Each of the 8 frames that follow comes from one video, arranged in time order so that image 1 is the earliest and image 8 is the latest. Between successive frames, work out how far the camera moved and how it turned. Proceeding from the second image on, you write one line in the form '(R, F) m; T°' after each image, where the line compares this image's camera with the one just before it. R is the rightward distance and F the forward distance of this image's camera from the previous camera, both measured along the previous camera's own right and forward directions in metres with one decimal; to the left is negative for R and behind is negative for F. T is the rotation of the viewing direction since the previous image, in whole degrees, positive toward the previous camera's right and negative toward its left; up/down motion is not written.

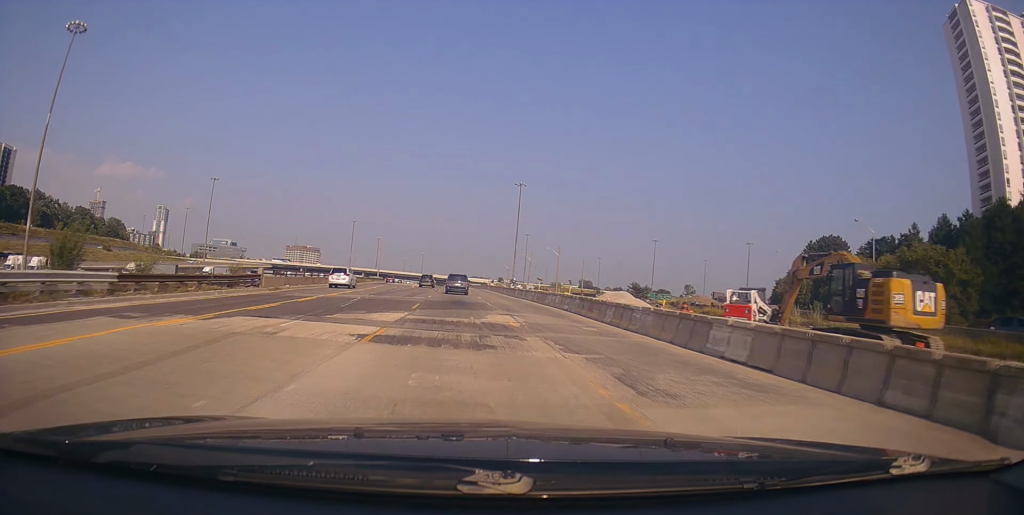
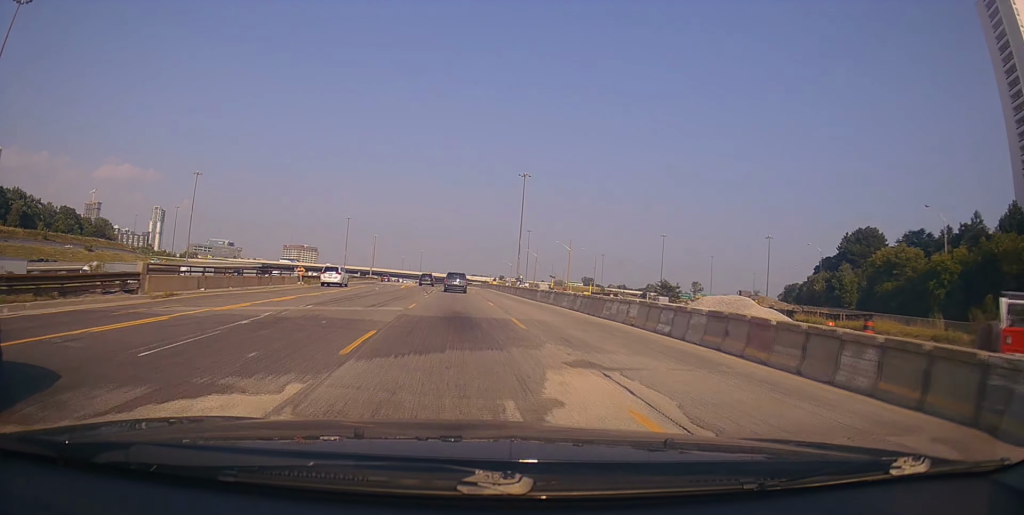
(+0.1, +13.8) m; -1°
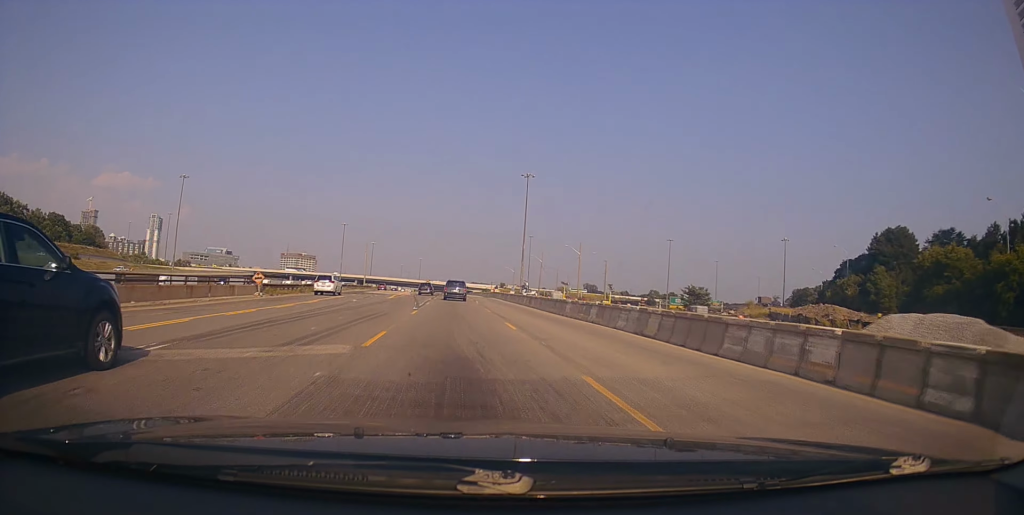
(-0.1, +10.0) m; -1°
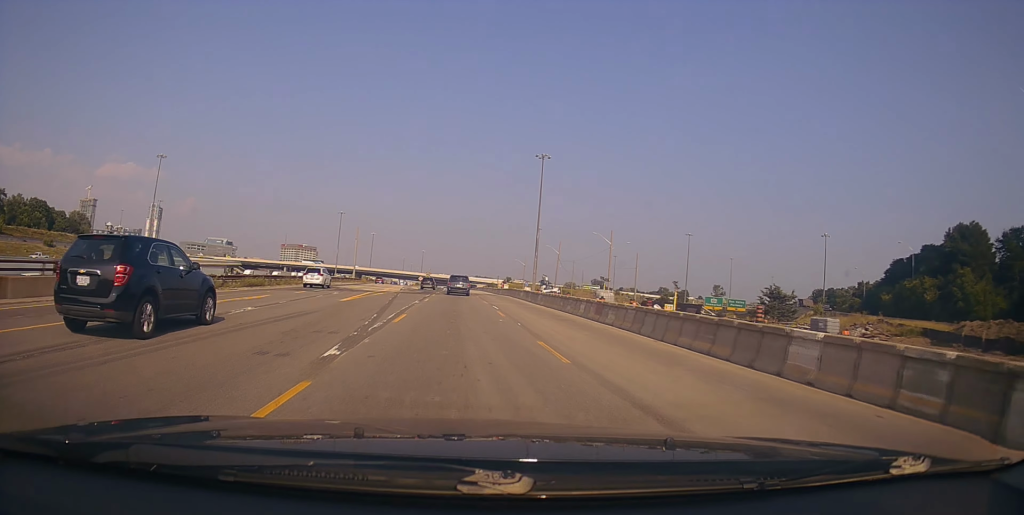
(-0.3, +19.3) m; -1°
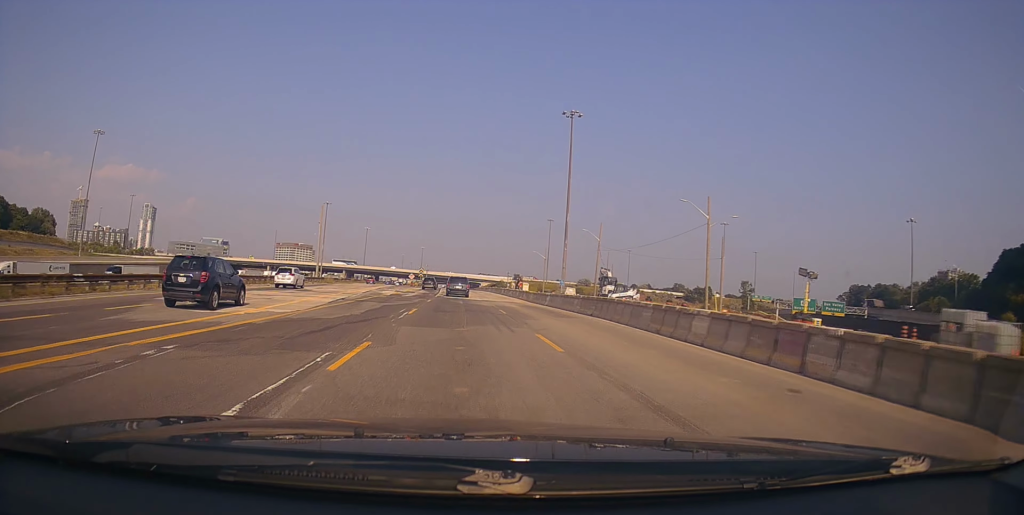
(+0.6, +35.0) m; +1°
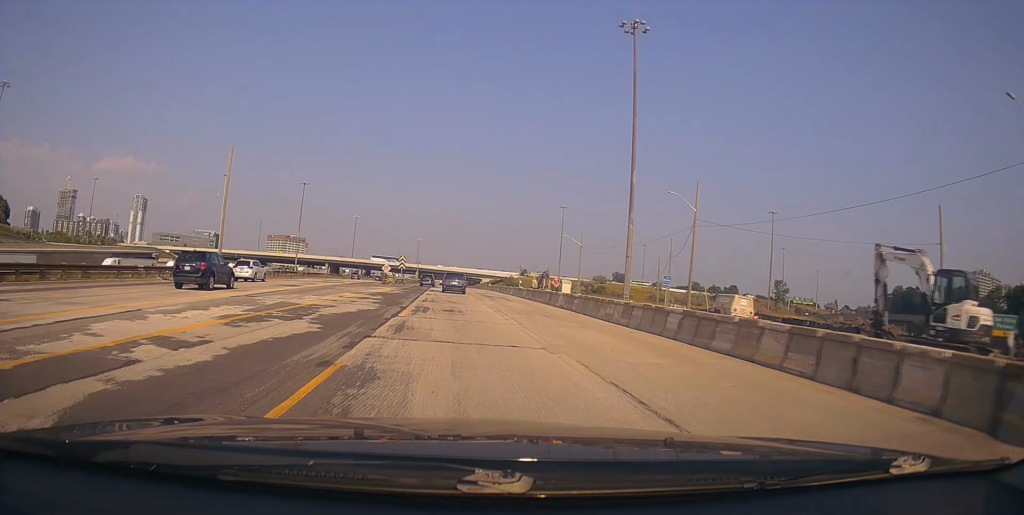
(-0.2, +38.7) m; 0°
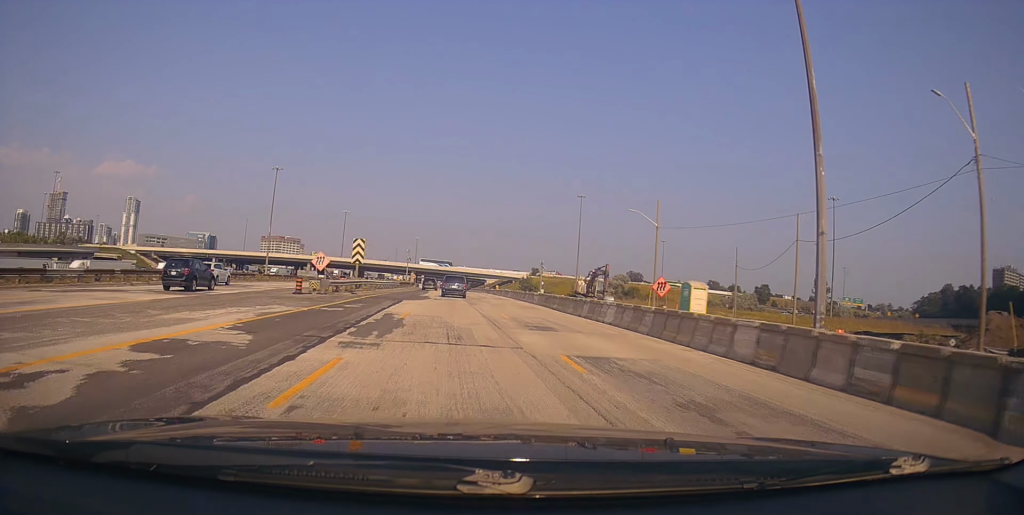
(+0.1, +35.6) m; -1°
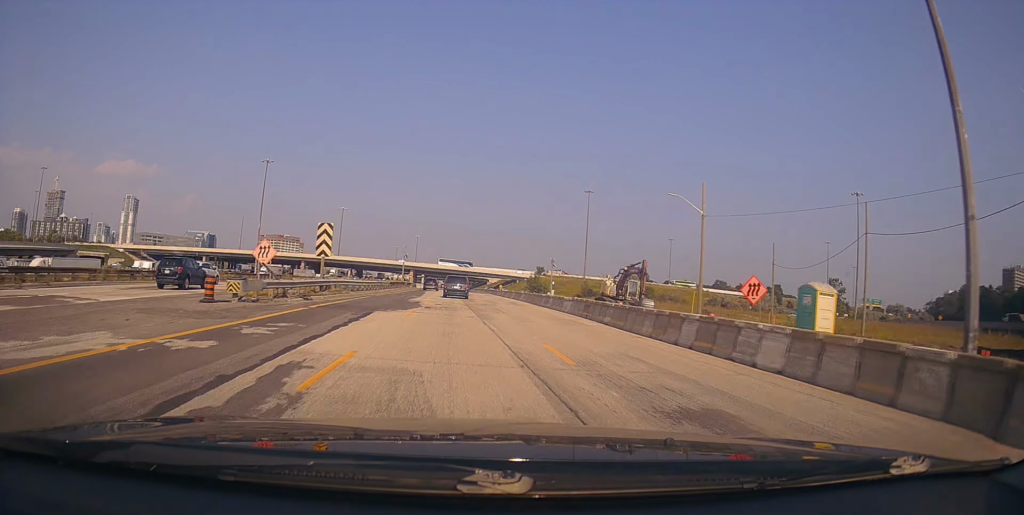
(-0.1, +11.1) m; 0°
